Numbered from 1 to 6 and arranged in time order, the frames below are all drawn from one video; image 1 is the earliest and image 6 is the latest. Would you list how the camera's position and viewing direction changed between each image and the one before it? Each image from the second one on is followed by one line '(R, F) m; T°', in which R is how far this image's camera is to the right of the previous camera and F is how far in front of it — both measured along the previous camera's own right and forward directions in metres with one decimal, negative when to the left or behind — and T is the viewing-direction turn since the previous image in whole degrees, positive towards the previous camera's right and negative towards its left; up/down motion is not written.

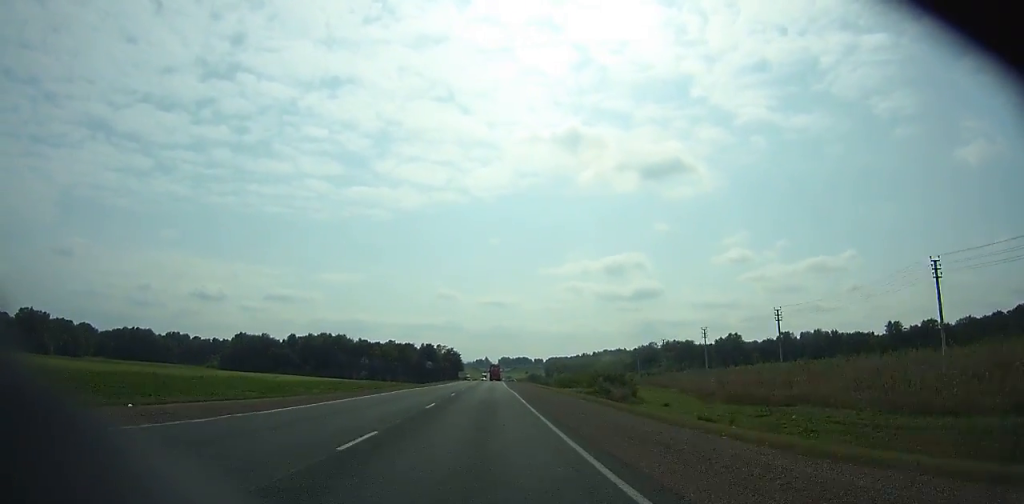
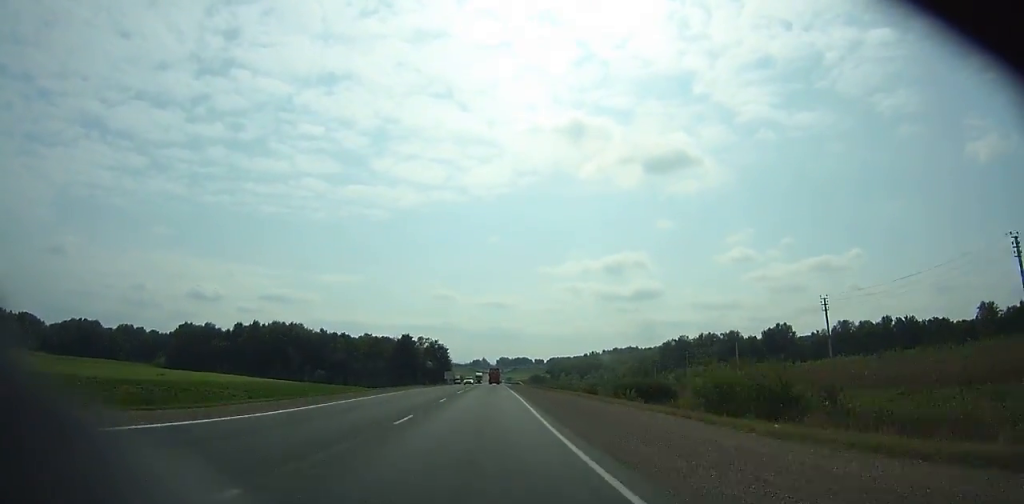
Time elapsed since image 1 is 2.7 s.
(-0.5, +66.1) m; 0°
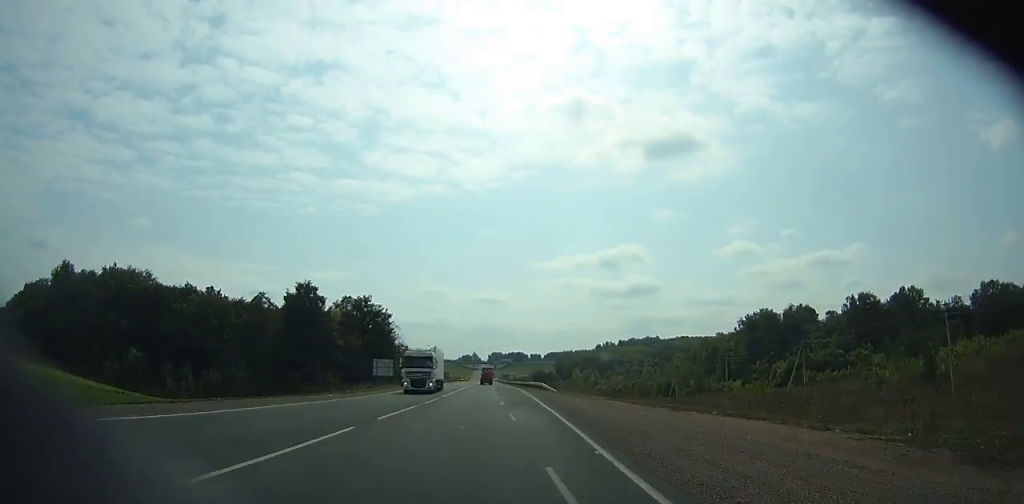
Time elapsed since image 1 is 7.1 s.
(+0.5, +106.5) m; 0°
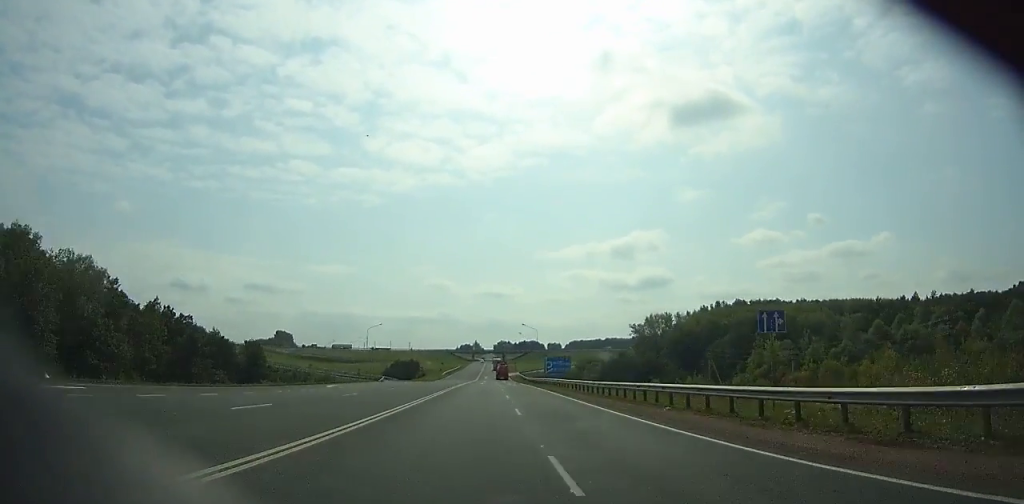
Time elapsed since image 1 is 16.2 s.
(-1.1, +215.5) m; 0°
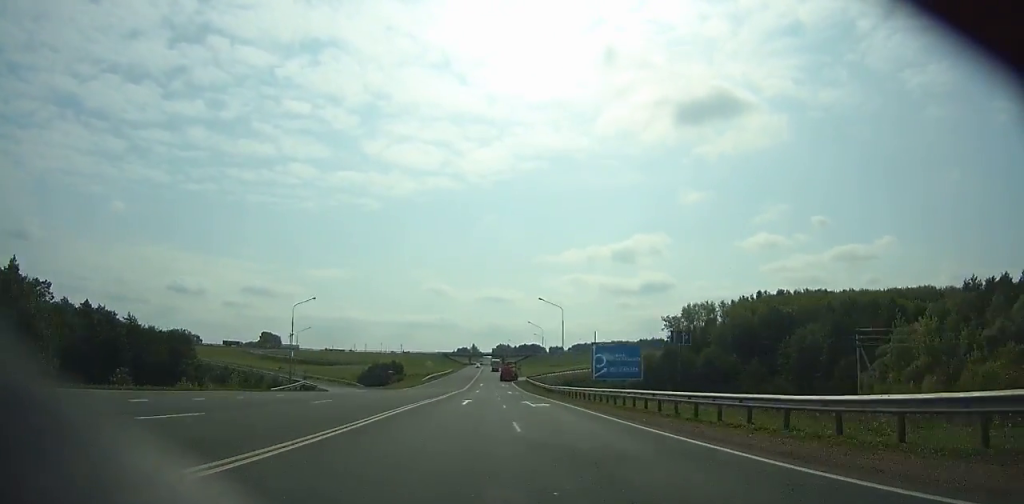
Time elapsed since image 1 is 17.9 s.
(-0.1, +40.1) m; 0°
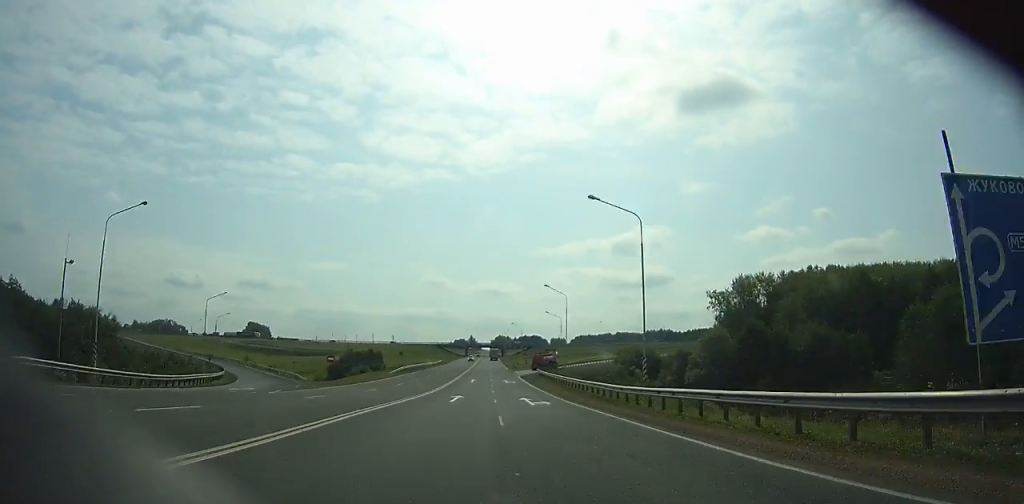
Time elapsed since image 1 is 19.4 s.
(0.0, +35.4) m; 0°
